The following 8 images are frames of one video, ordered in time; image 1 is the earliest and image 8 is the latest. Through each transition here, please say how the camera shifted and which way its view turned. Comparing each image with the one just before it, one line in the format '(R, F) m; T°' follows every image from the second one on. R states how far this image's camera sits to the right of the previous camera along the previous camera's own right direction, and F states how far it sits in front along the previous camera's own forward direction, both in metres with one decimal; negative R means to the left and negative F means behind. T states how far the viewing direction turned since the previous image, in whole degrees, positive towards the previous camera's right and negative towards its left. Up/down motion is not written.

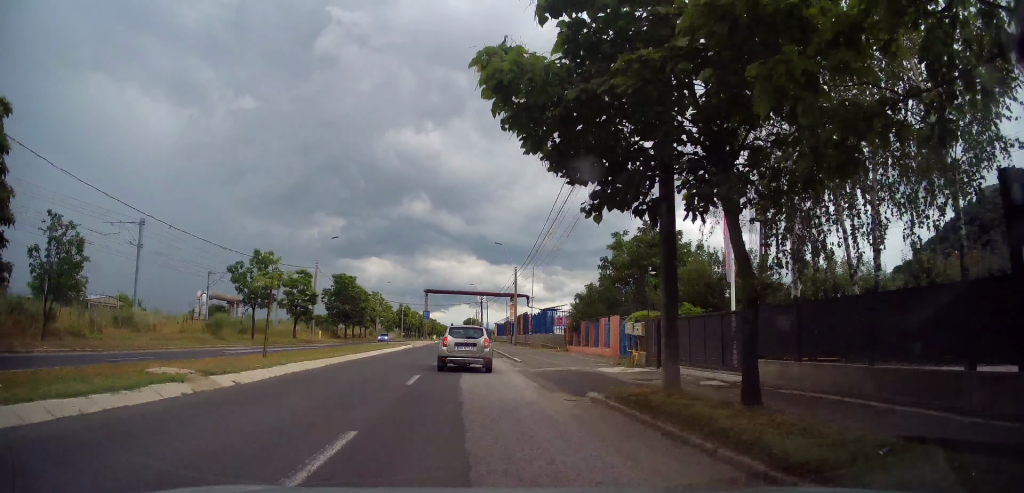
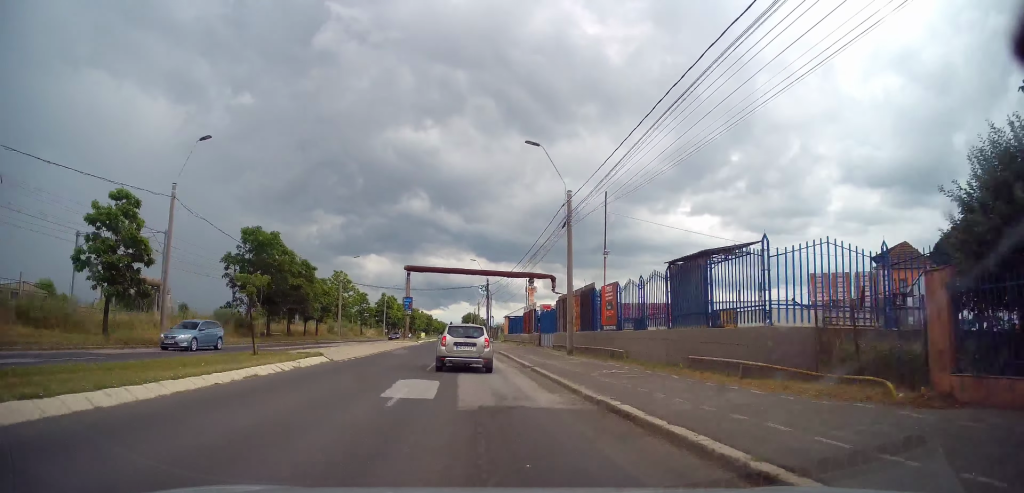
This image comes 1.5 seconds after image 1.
(+0.3, +30.4) m; +1°
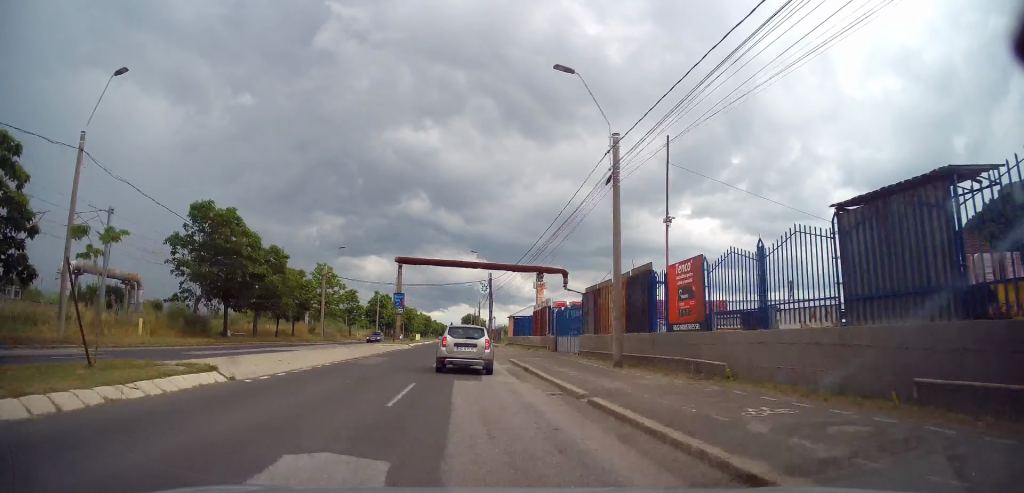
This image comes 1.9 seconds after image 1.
(-0.1, +8.7) m; 0°
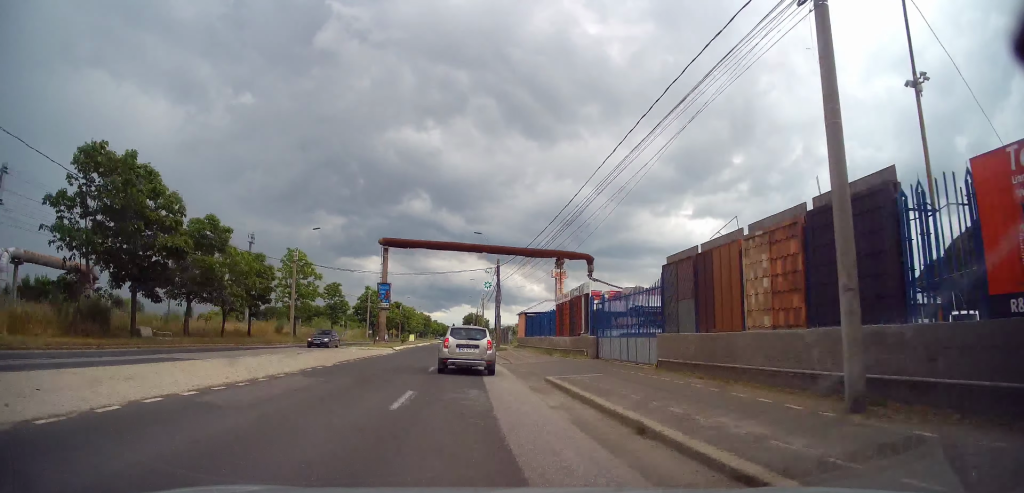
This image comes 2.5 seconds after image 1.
(+0.3, +12.0) m; 0°
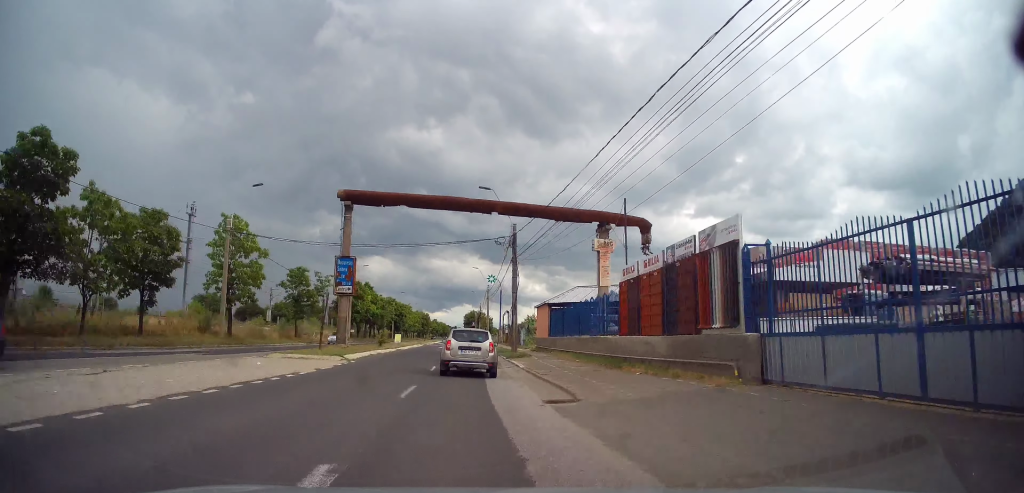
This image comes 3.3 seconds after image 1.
(-0.2, +15.9) m; 0°
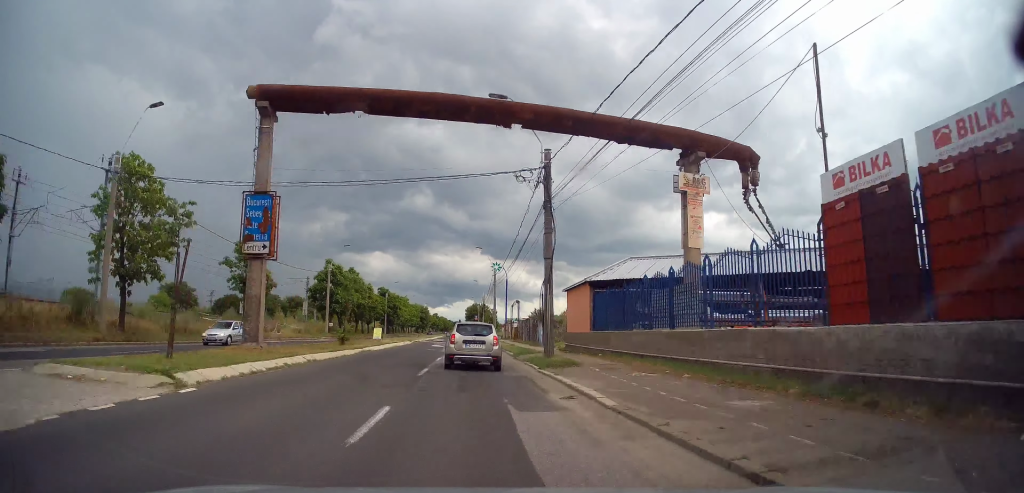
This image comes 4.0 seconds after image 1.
(-0.2, +13.8) m; 0°
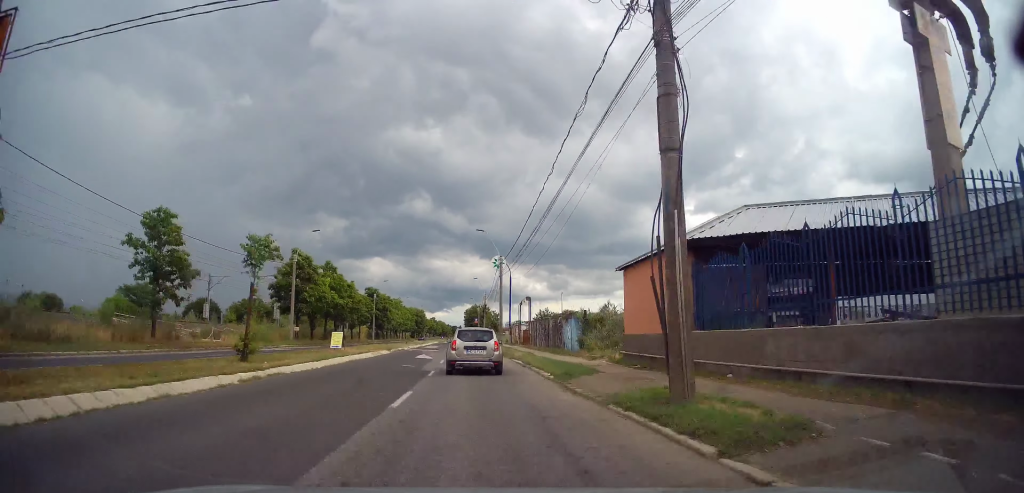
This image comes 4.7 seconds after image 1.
(+0.5, +13.8) m; 0°
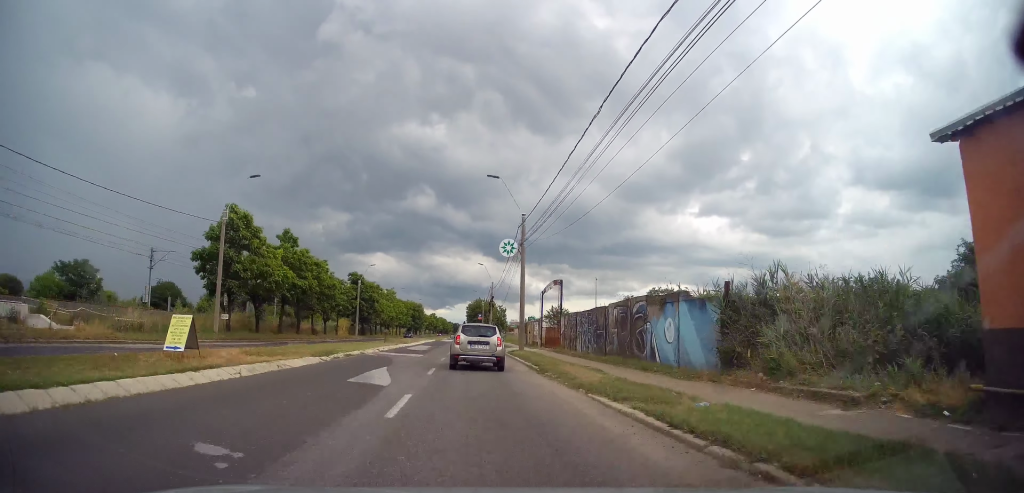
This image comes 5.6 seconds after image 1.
(-0.5, +17.0) m; -1°
